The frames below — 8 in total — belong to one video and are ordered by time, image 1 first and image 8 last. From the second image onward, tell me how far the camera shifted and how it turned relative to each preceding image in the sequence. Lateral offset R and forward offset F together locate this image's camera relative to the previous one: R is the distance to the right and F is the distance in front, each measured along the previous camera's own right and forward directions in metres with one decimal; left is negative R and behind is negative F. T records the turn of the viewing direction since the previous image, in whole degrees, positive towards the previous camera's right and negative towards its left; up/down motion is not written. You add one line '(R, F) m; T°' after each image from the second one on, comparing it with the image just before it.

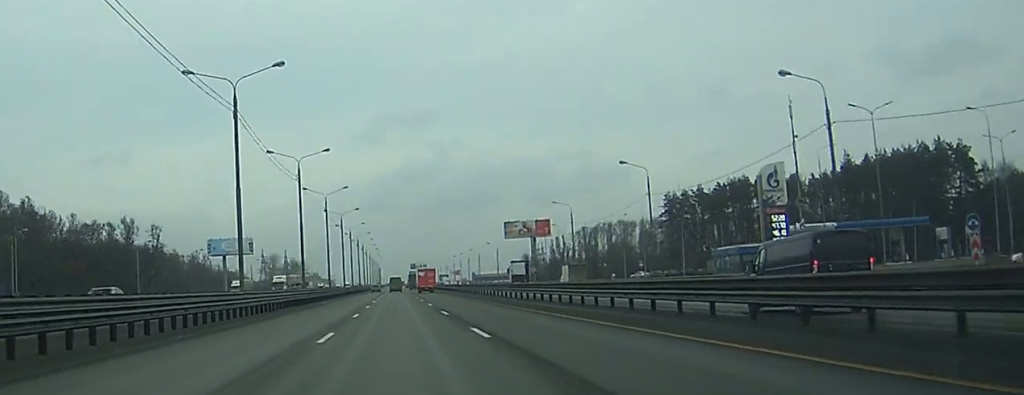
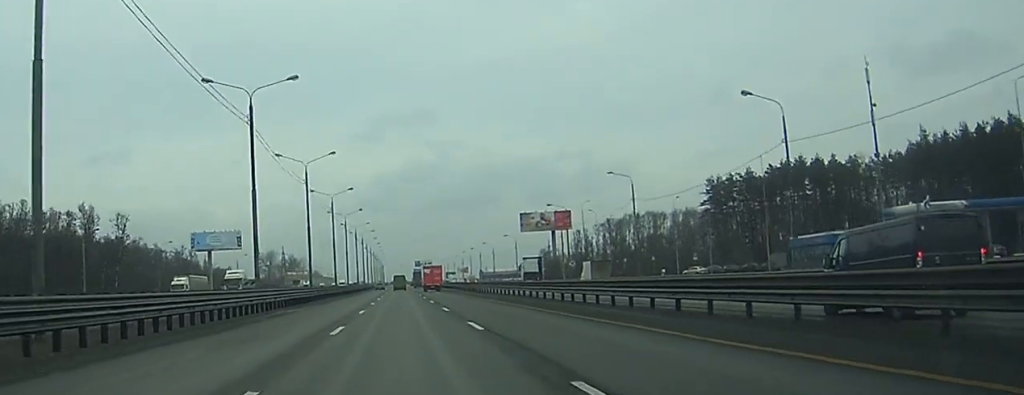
(0.0, +29.4) m; 0°
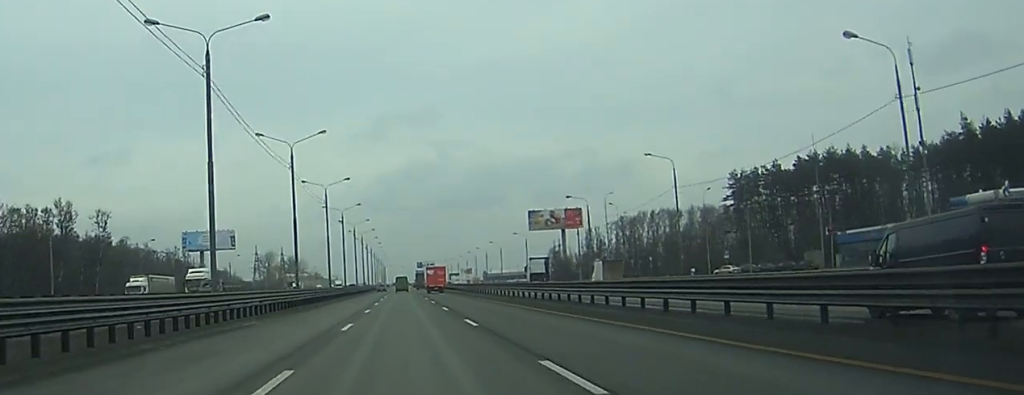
(0.0, +13.2) m; 0°
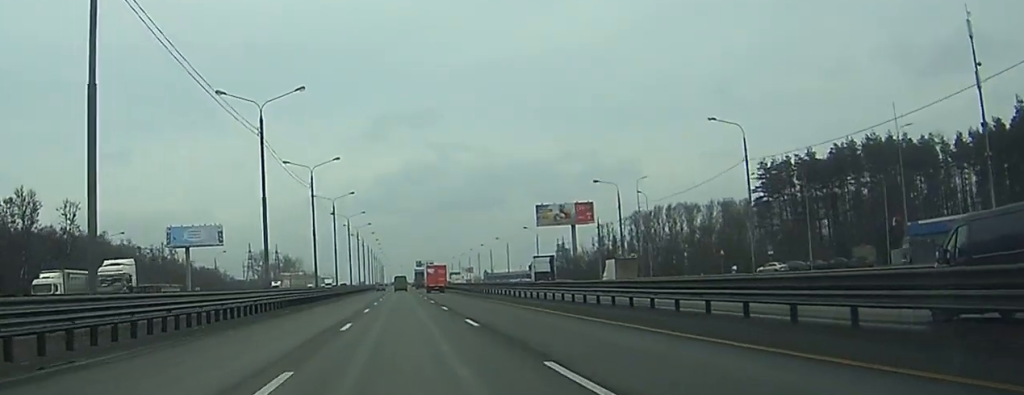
(0.0, +16.3) m; 0°
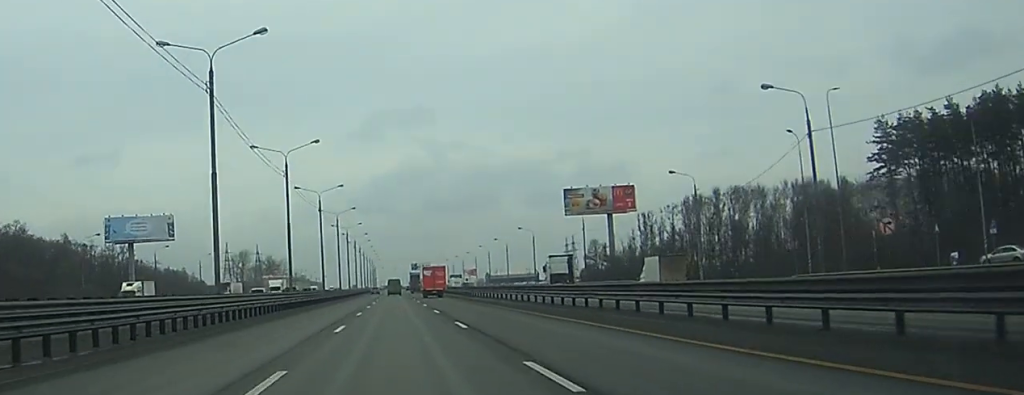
(-0.3, +46.9) m; 0°
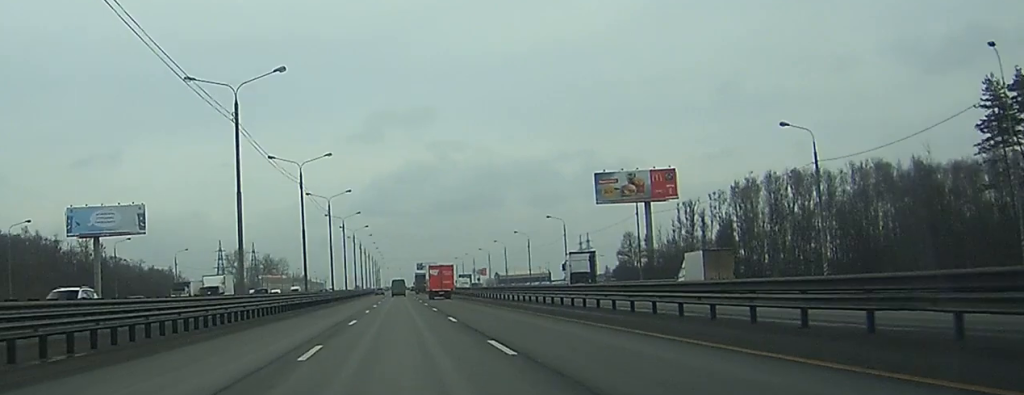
(+0.1, +25.6) m; 0°
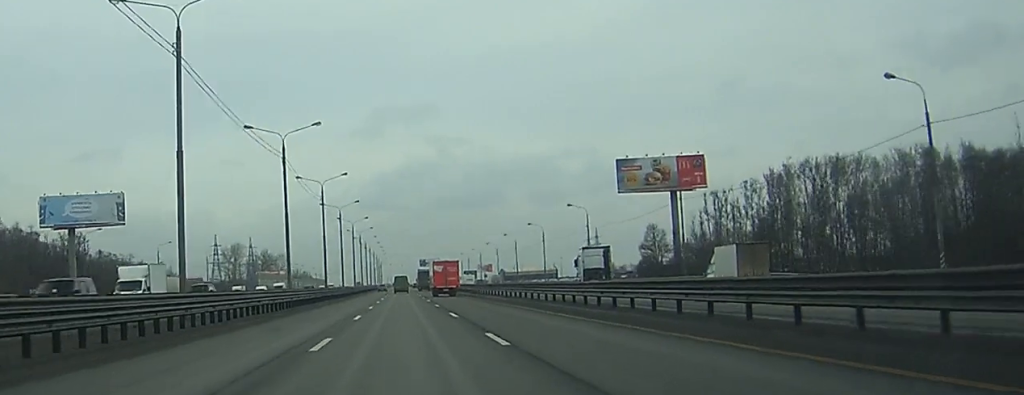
(0.0, +14.3) m; 0°
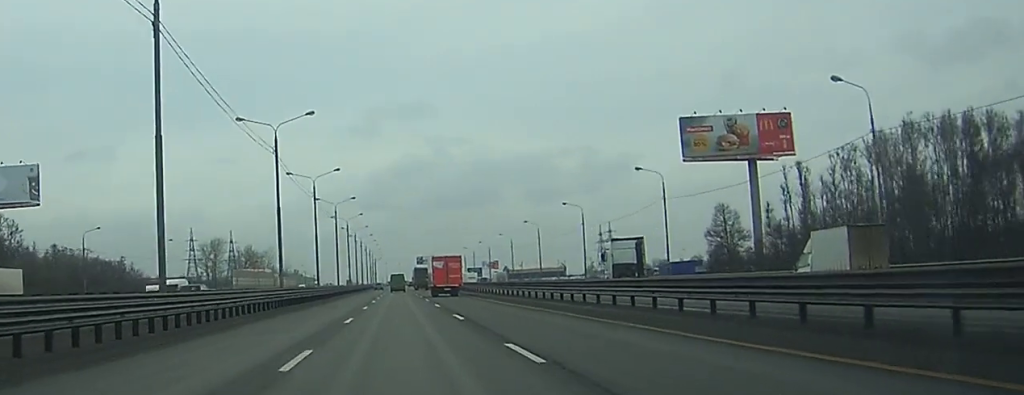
(0.0, +35.9) m; 0°
